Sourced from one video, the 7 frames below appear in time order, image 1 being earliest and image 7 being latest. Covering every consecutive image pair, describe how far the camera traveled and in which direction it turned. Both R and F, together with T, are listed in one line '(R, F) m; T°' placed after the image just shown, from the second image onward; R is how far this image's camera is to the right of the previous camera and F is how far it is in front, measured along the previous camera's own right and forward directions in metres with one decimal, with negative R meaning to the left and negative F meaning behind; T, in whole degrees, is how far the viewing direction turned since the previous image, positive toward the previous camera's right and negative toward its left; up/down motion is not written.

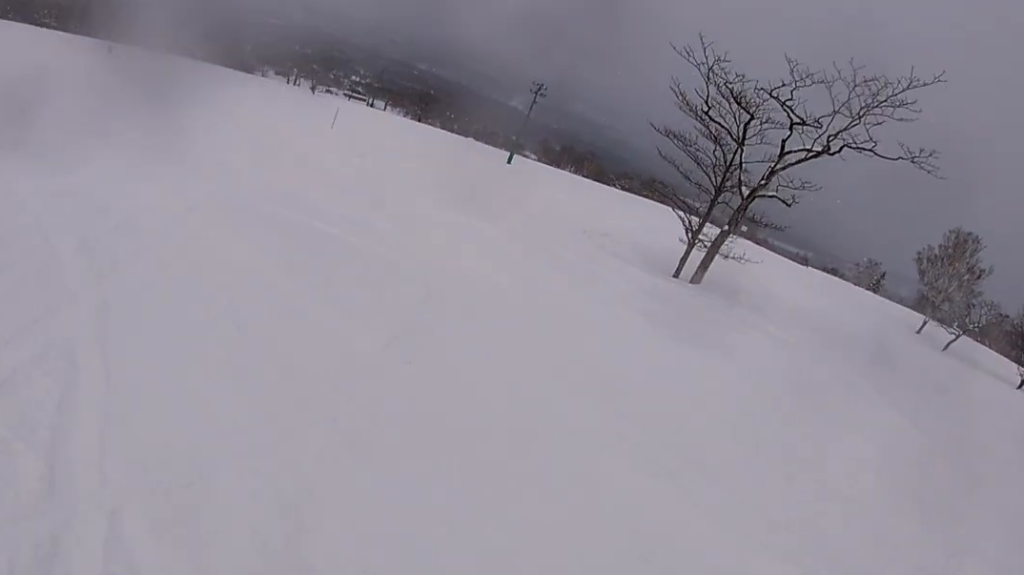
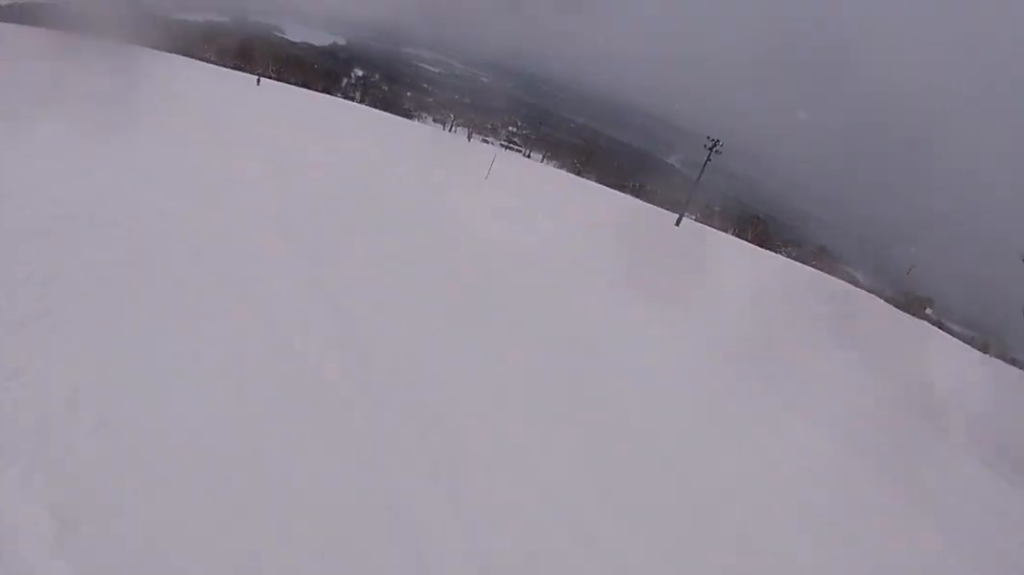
(-0.7, +7.0) m; -23°
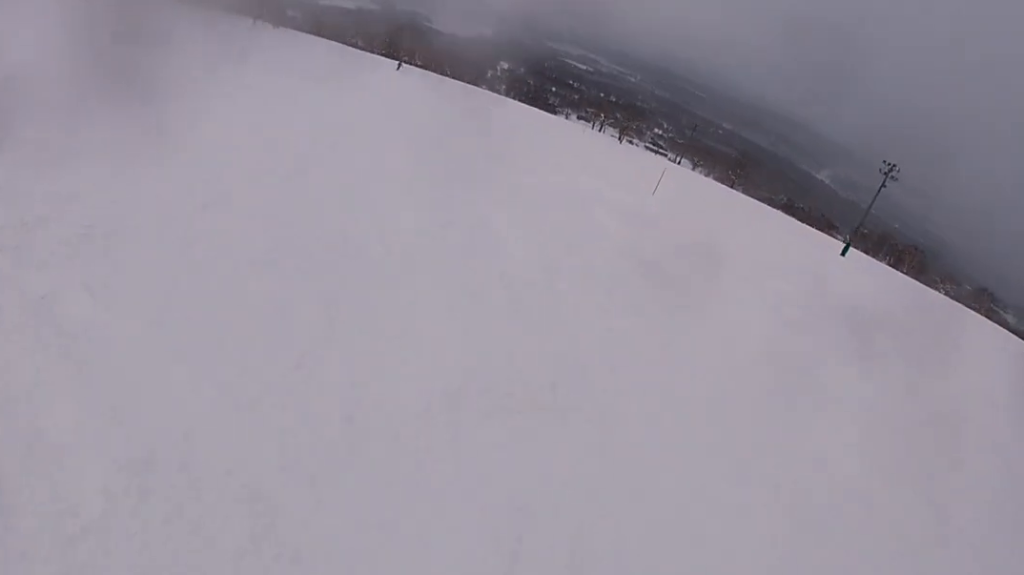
(-0.8, +4.5) m; -19°
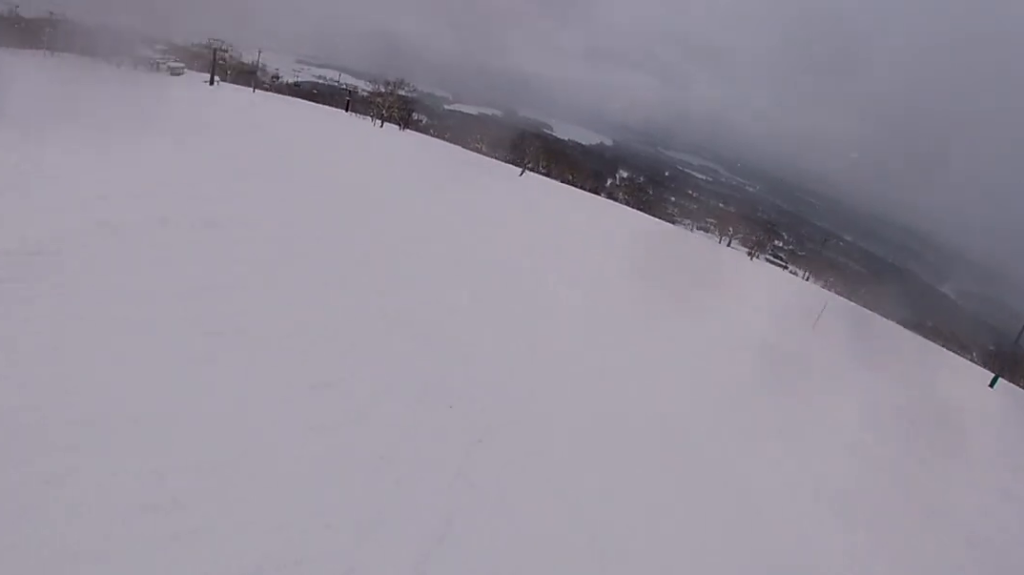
(-0.8, +3.8) m; -10°
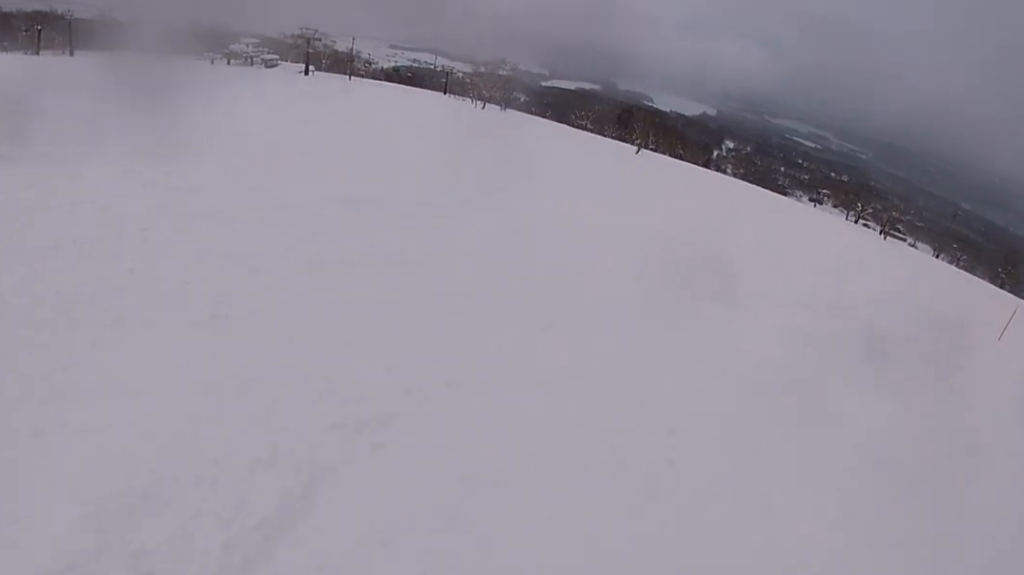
(-0.8, +4.3) m; -8°
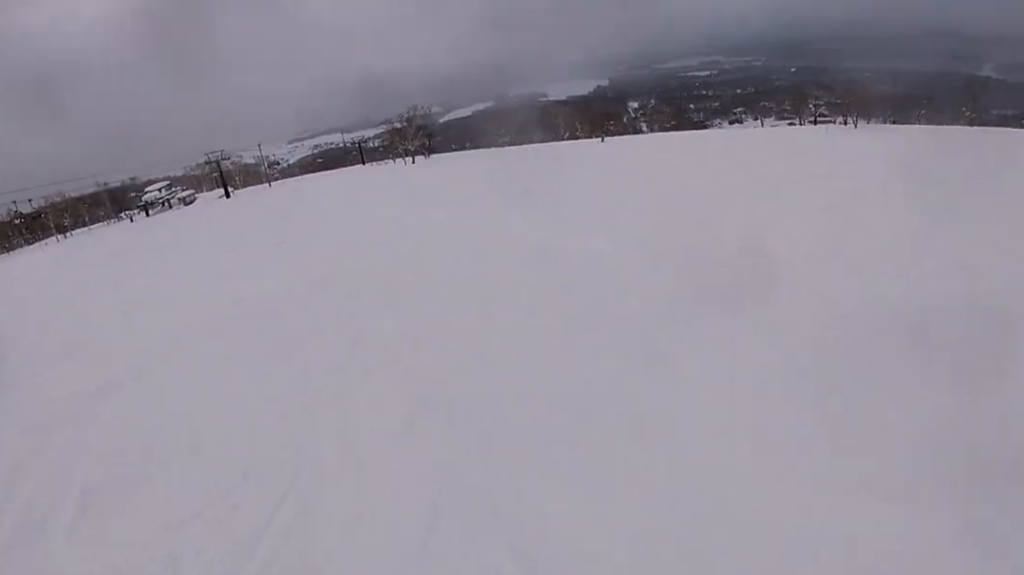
(-0.1, +8.8) m; +7°
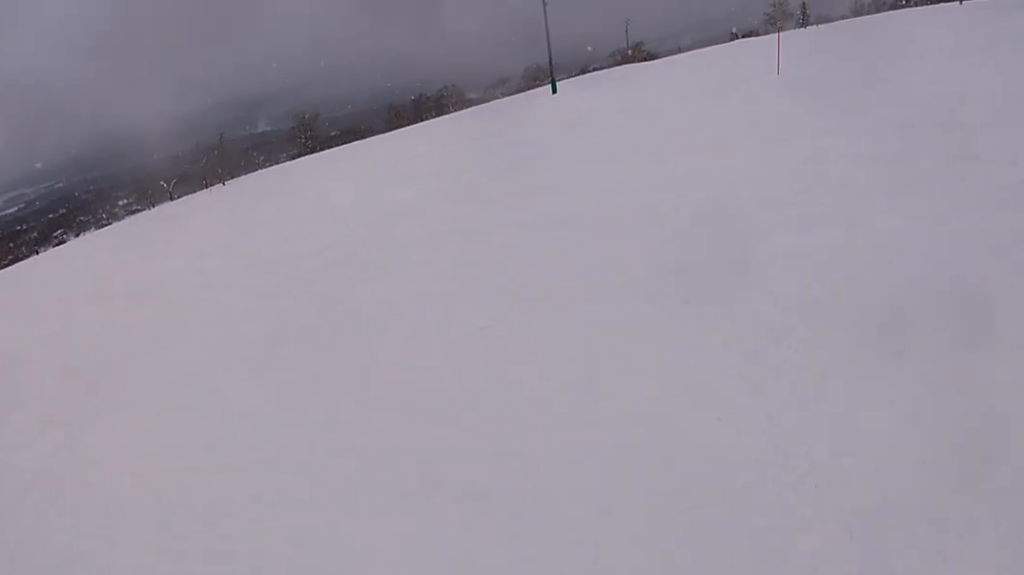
(+10.7, +16.5) m; +65°
